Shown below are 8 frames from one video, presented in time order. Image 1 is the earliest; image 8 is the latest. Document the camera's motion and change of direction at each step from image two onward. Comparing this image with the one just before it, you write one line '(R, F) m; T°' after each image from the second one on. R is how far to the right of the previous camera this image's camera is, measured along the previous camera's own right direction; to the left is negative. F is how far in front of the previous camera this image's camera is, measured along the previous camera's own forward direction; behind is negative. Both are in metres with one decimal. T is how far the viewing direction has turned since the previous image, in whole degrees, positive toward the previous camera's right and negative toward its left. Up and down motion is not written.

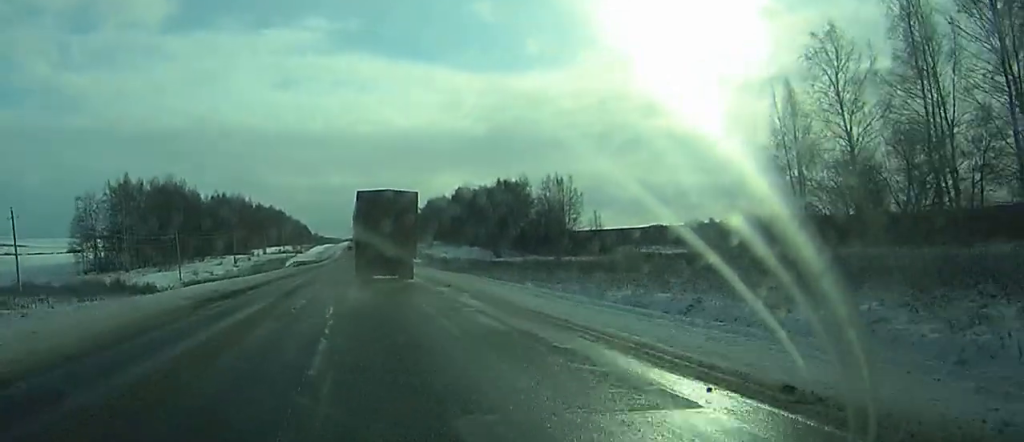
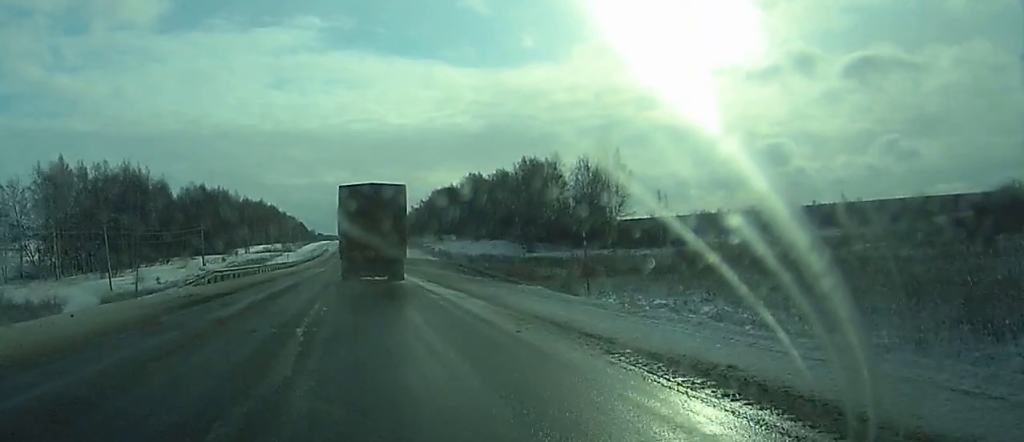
(0.0, +45.6) m; 0°
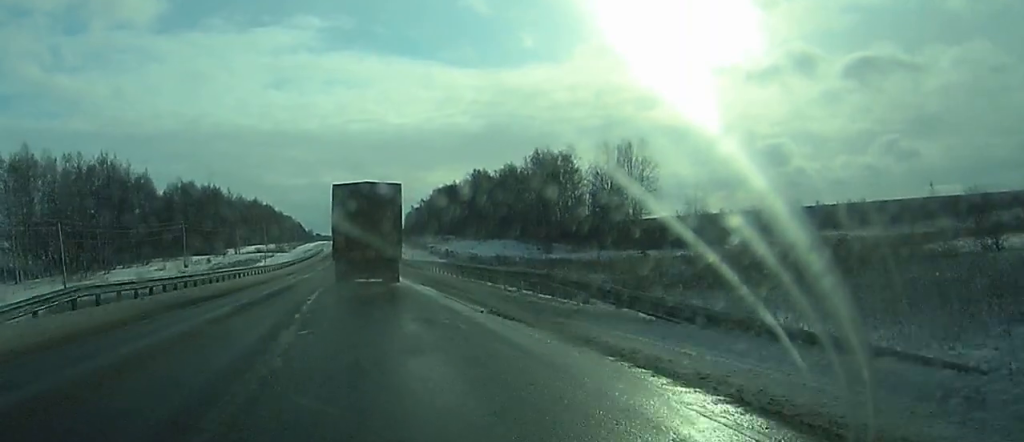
(0.0, +17.7) m; 0°
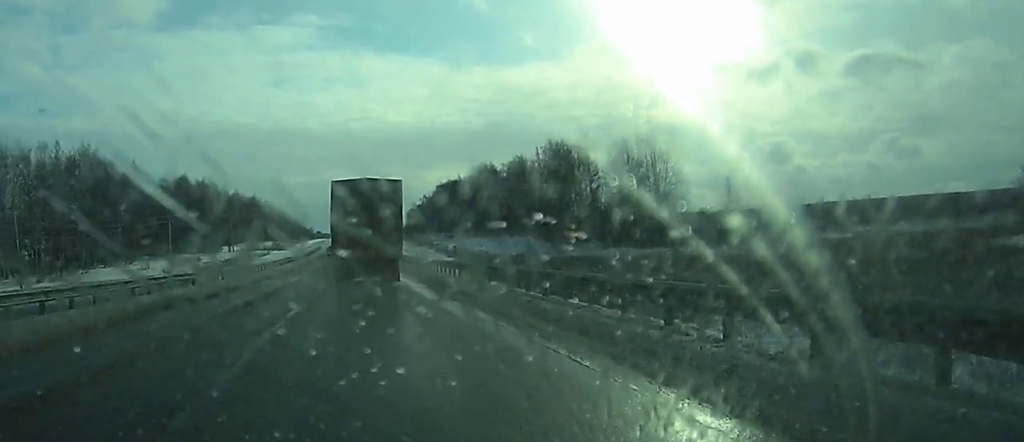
(0.0, +13.7) m; 0°
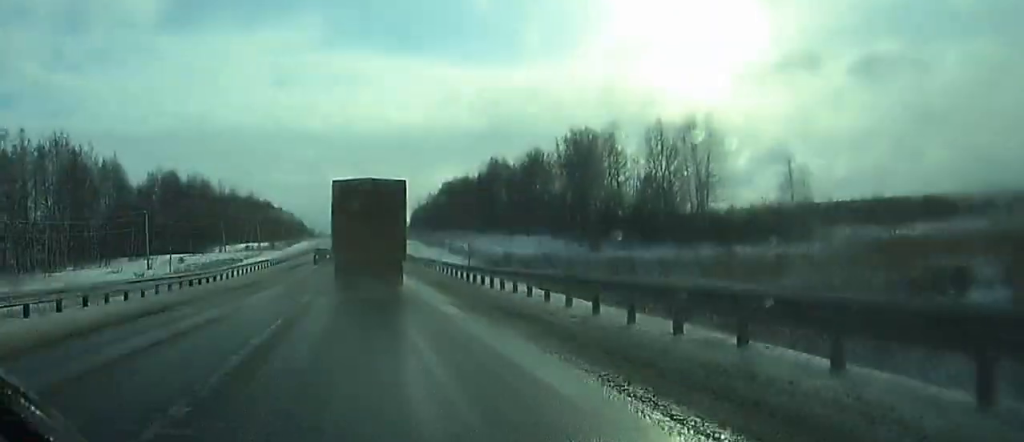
(+0.1, +18.5) m; 0°
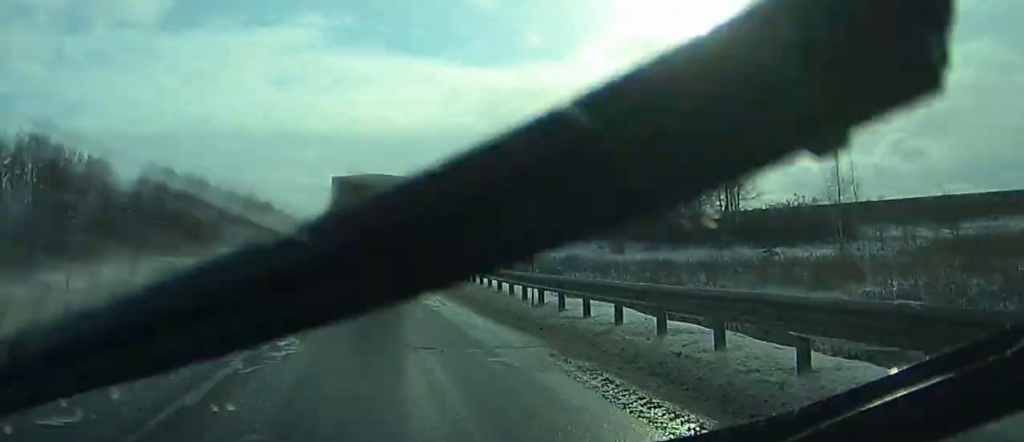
(+0.1, +11.3) m; 0°
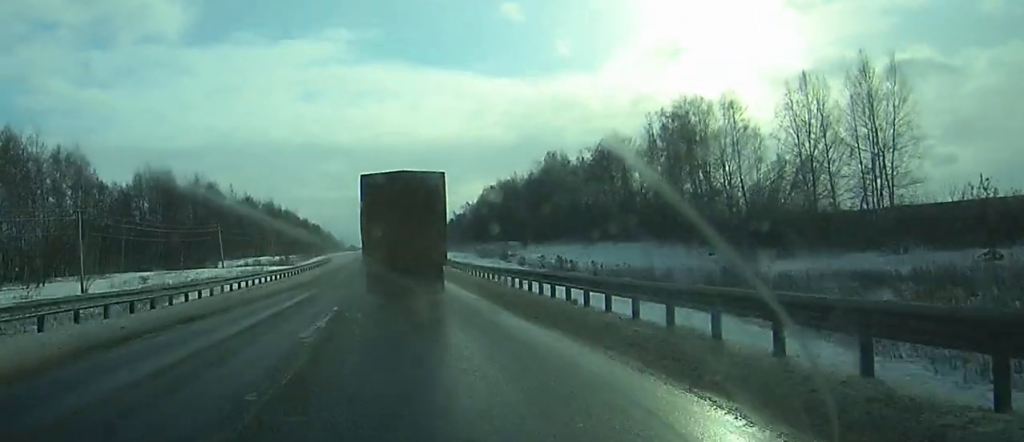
(0.0, +33.7) m; 0°
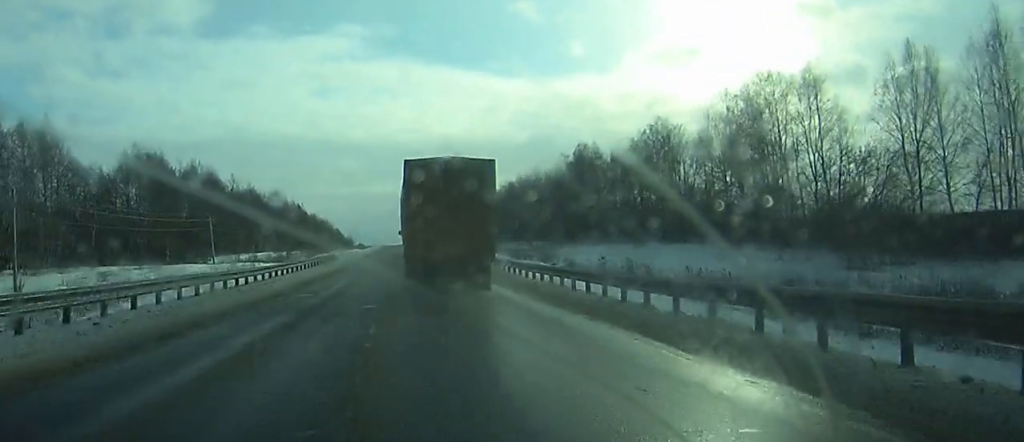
(+0.1, +21.0) m; 0°
